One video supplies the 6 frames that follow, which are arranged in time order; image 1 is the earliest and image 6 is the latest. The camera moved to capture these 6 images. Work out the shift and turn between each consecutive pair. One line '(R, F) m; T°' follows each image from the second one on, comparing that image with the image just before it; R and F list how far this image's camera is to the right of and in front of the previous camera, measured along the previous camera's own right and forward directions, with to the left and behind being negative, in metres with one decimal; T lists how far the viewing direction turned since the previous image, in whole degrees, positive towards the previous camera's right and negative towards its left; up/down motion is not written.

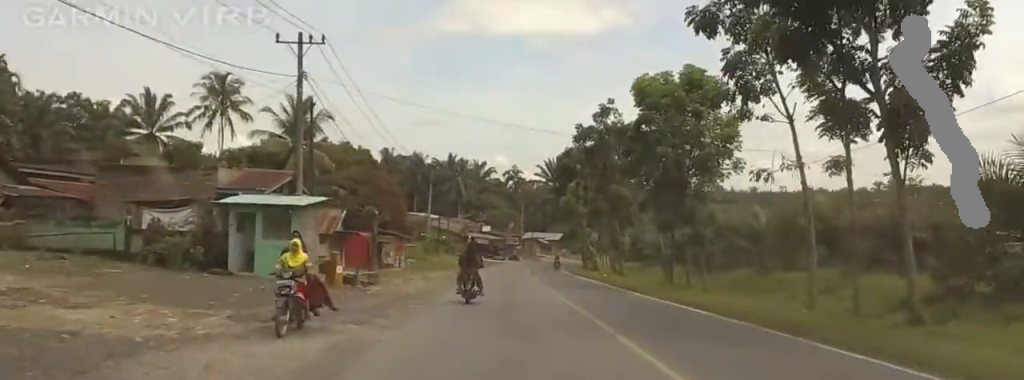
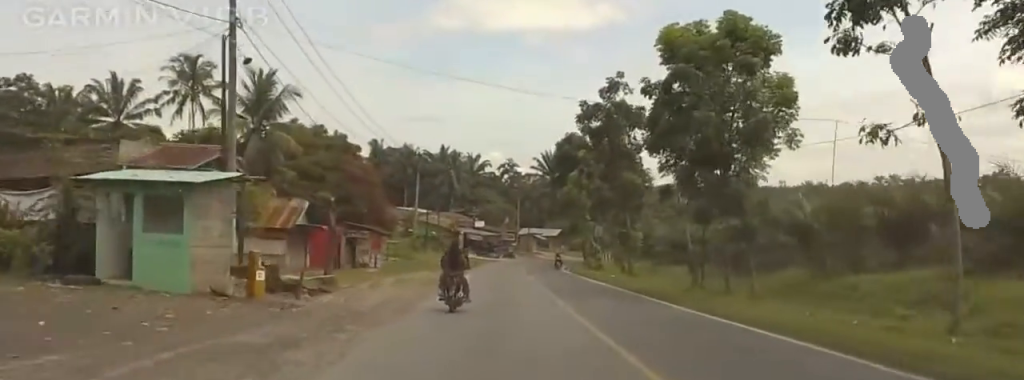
(-0.1, +8.0) m; -5°
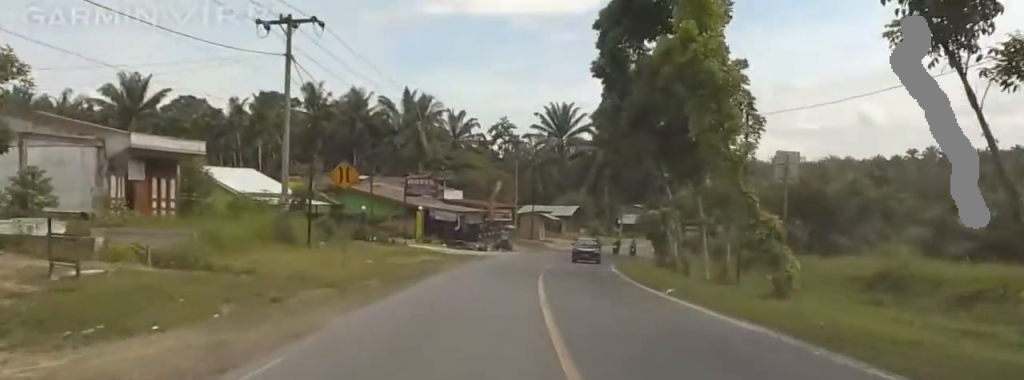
(-10.0, +45.3) m; -22°
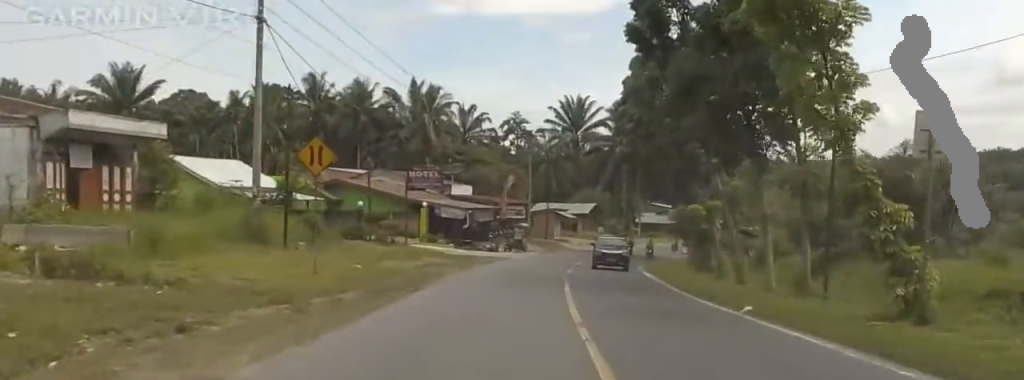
(-0.8, +6.4) m; 0°
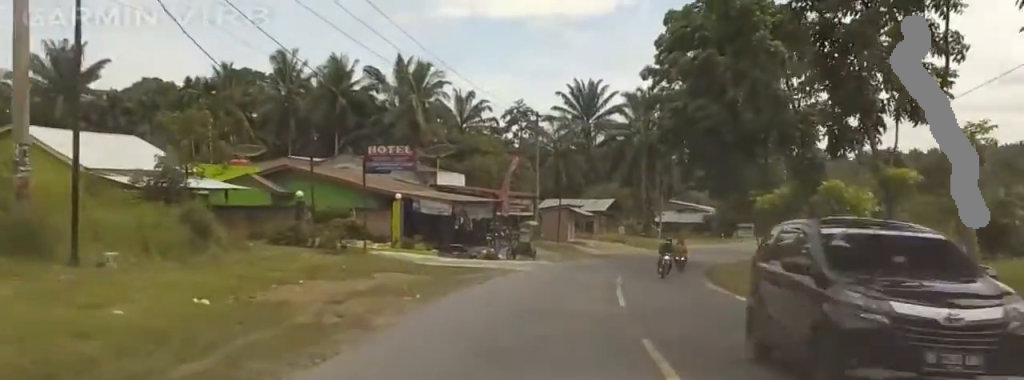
(+0.9, +15.7) m; 0°
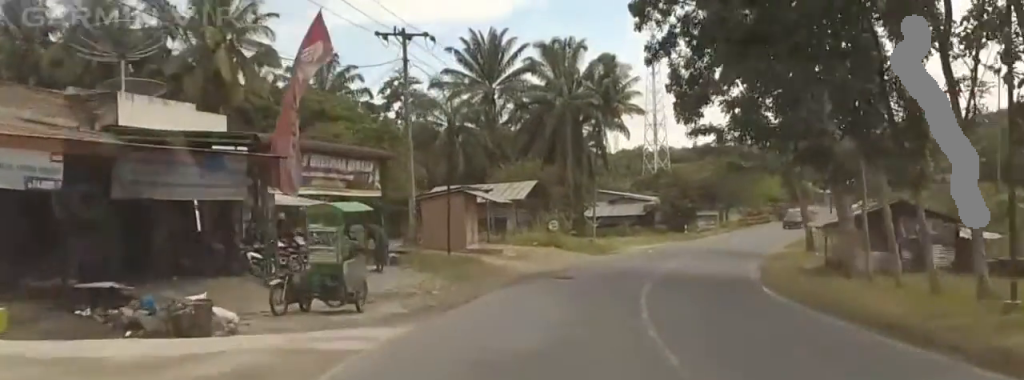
(-2.4, +30.9) m; -1°
